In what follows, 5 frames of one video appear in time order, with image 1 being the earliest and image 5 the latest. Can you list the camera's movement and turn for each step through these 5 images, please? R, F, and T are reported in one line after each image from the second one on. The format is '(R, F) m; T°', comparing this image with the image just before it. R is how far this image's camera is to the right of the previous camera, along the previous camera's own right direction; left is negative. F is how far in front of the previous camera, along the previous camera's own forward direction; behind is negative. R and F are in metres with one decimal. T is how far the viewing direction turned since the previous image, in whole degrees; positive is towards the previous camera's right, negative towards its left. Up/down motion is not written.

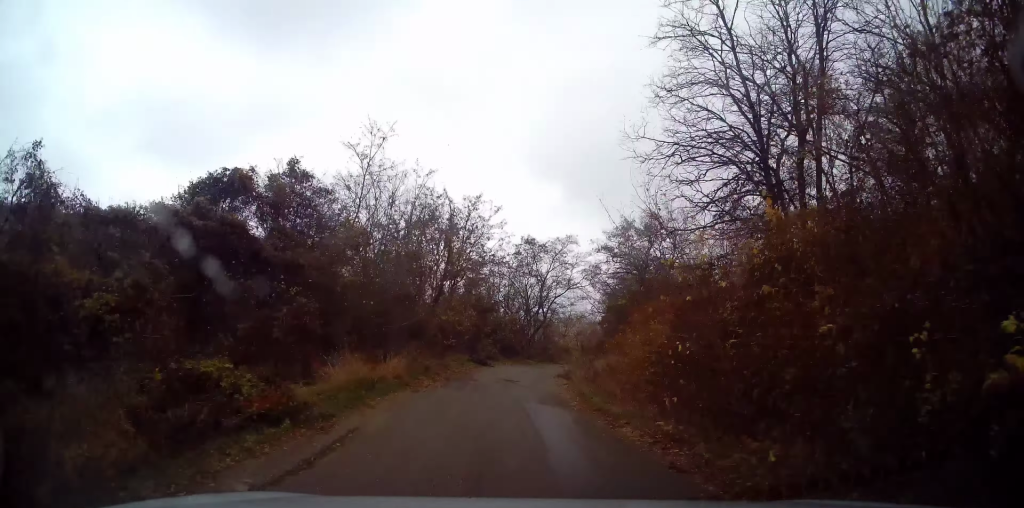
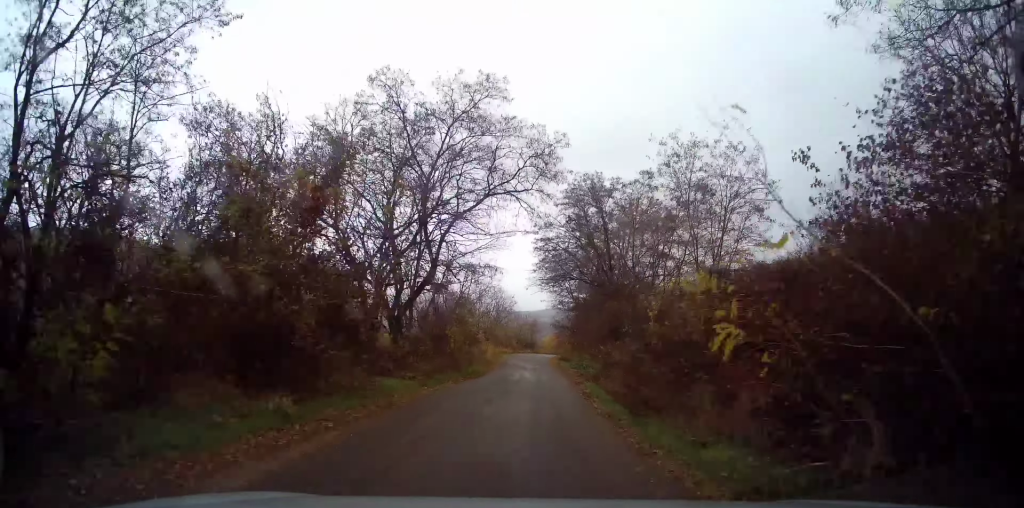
(+3.6, +32.4) m; +13°
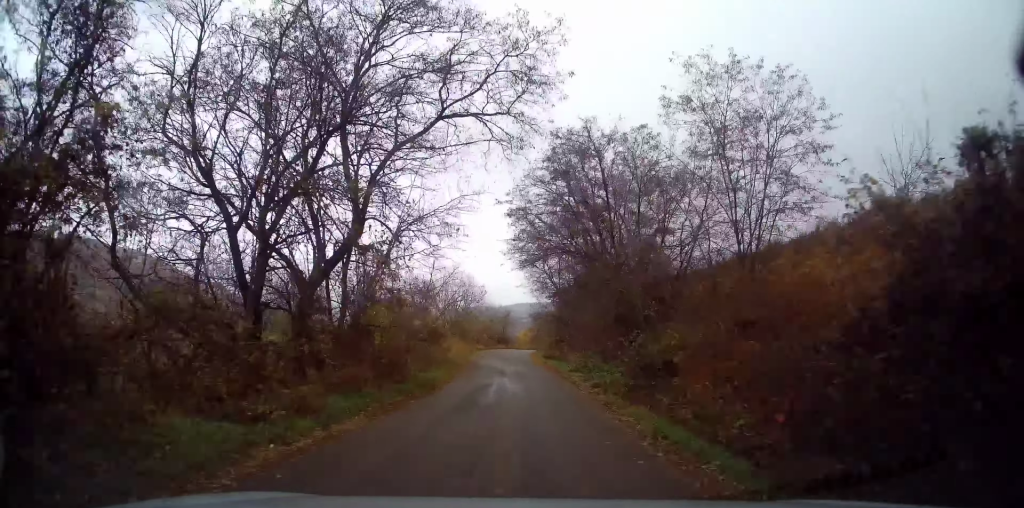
(+0.2, +8.1) m; +2°
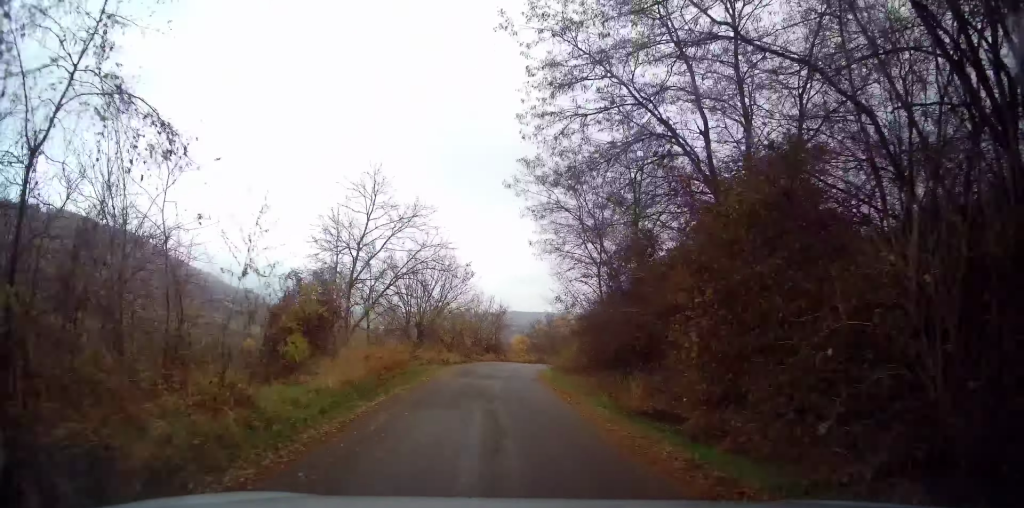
(+0.6, +21.4) m; +2°
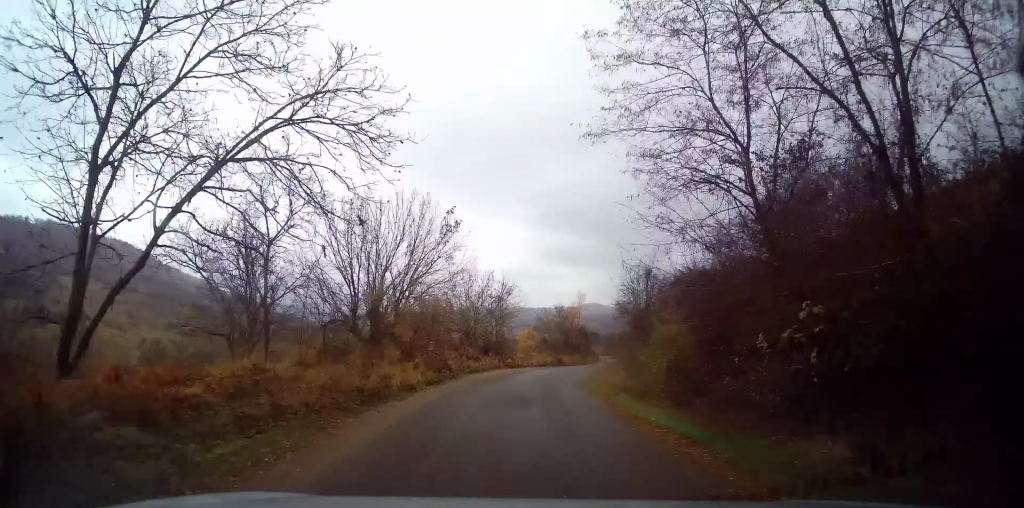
(0.0, +17.2) m; +2°
